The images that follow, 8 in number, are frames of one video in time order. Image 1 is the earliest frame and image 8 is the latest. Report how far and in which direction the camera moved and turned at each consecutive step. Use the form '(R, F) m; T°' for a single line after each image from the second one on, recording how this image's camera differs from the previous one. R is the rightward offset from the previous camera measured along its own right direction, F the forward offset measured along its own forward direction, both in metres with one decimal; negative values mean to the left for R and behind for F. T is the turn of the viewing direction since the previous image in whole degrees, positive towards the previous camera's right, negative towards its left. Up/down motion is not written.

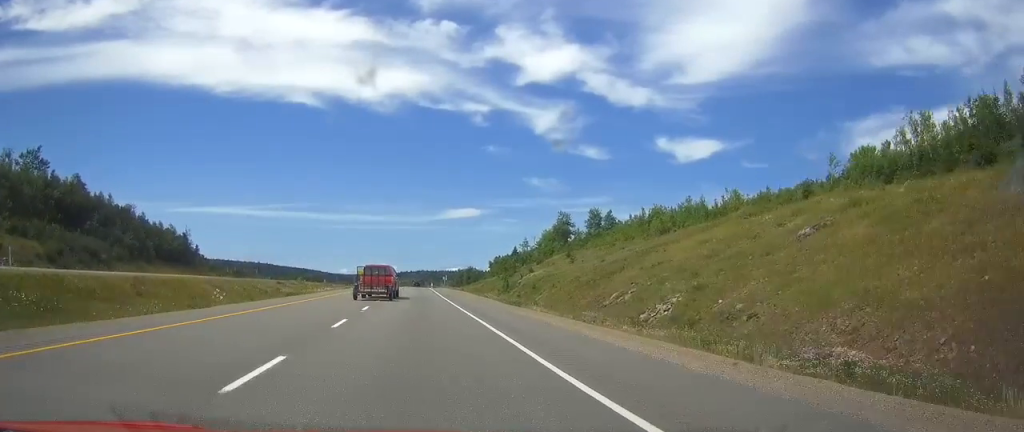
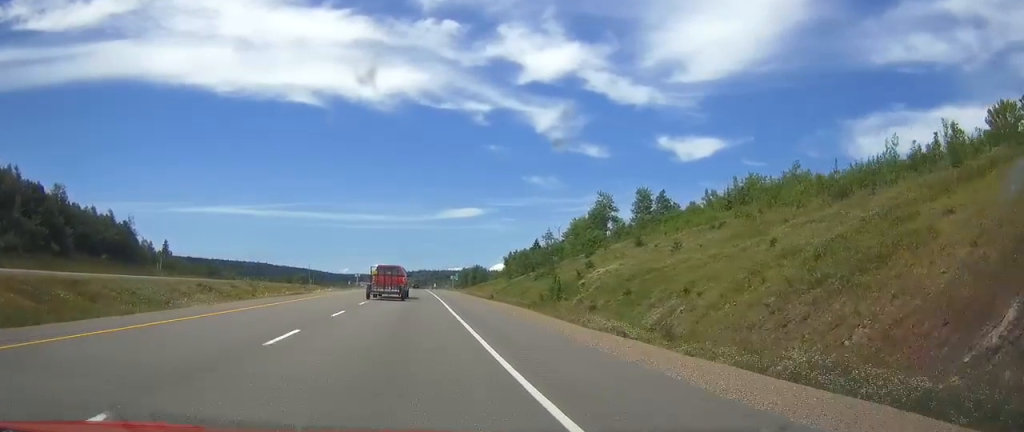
(+0.1, +40.5) m; 0°
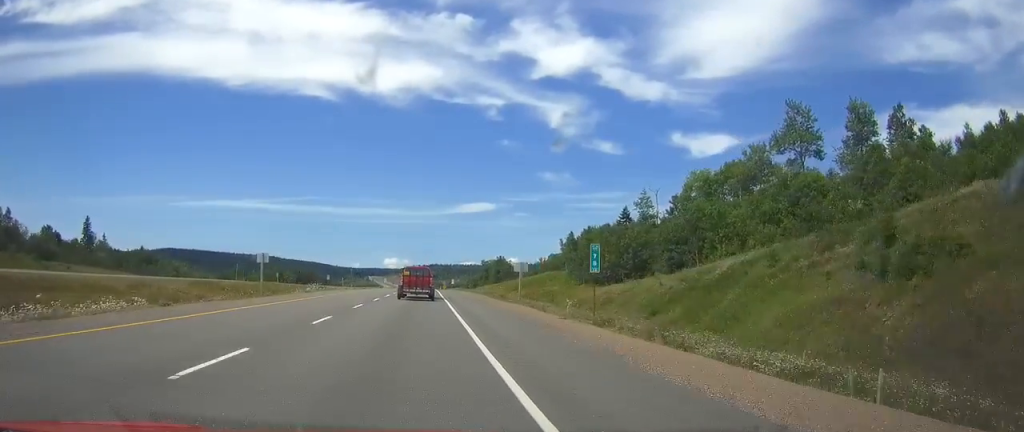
(-0.7, +76.1) m; -1°
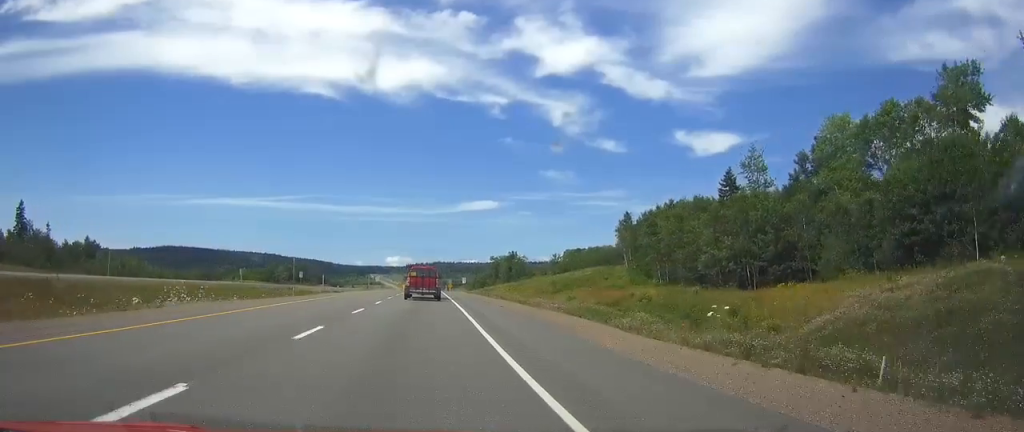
(-0.1, +39.7) m; 0°
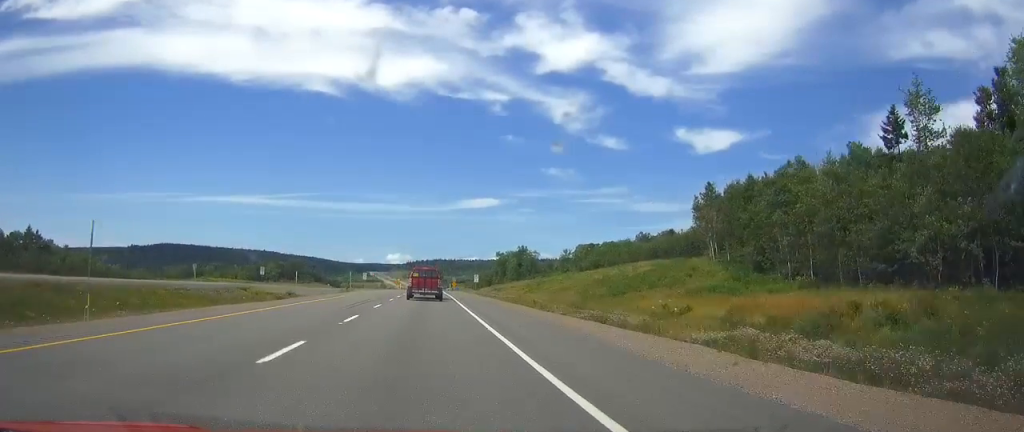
(-0.1, +30.8) m; 0°
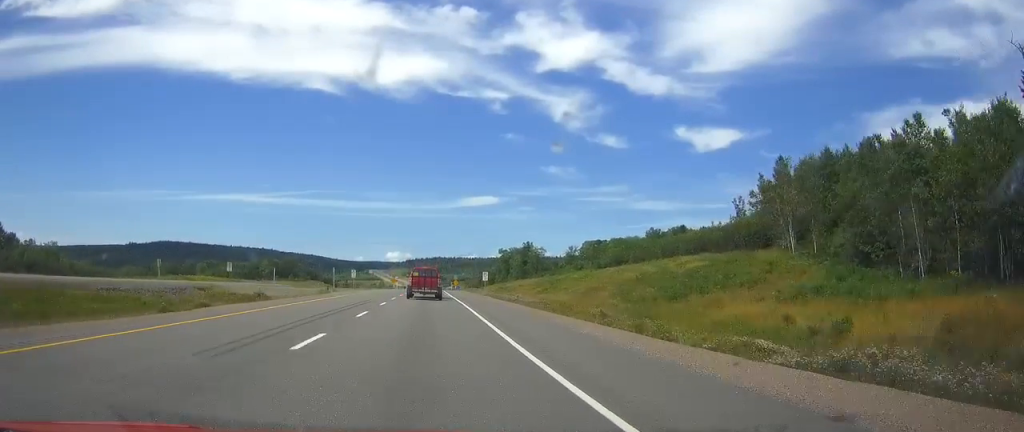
(0.0, +16.4) m; 0°
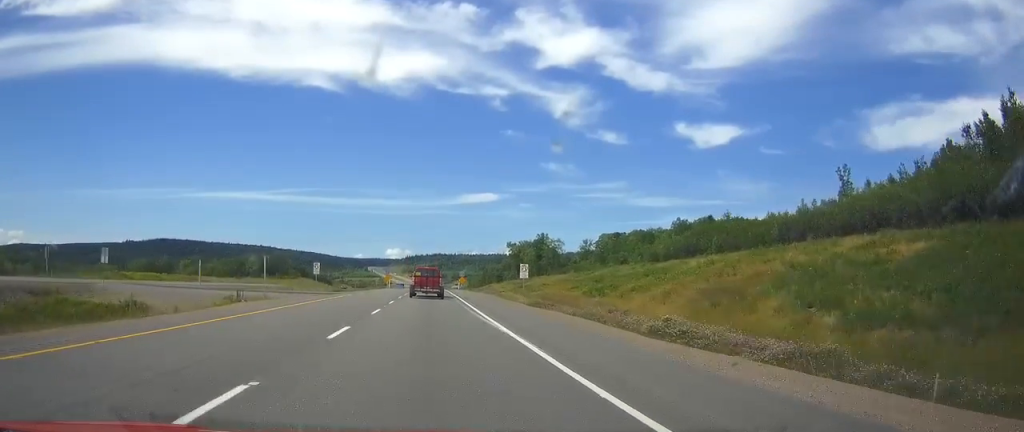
(0.0, +33.7) m; 0°
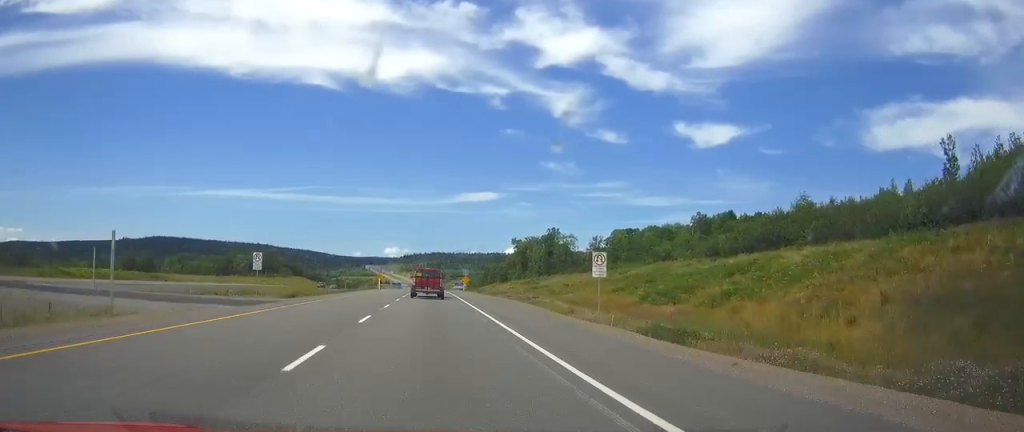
(0.0, +22.7) m; 0°
